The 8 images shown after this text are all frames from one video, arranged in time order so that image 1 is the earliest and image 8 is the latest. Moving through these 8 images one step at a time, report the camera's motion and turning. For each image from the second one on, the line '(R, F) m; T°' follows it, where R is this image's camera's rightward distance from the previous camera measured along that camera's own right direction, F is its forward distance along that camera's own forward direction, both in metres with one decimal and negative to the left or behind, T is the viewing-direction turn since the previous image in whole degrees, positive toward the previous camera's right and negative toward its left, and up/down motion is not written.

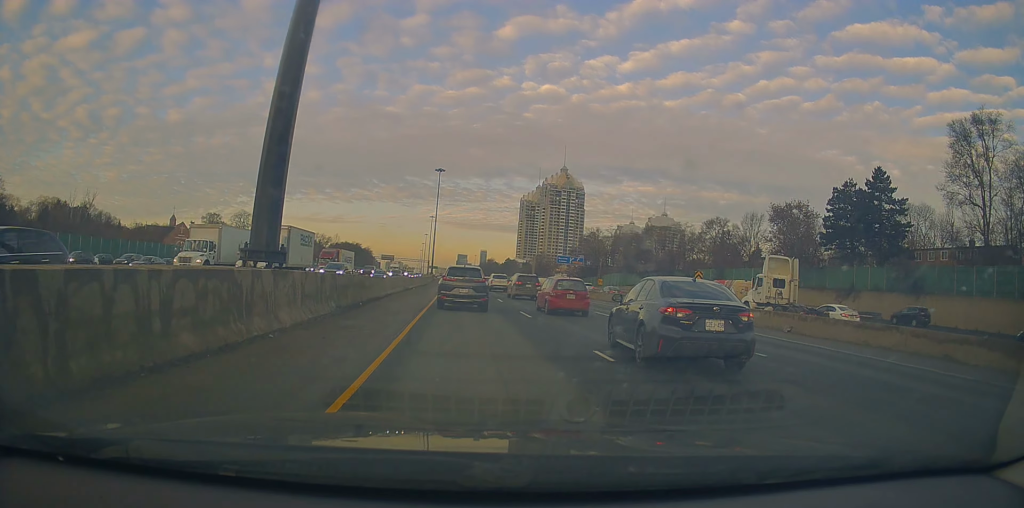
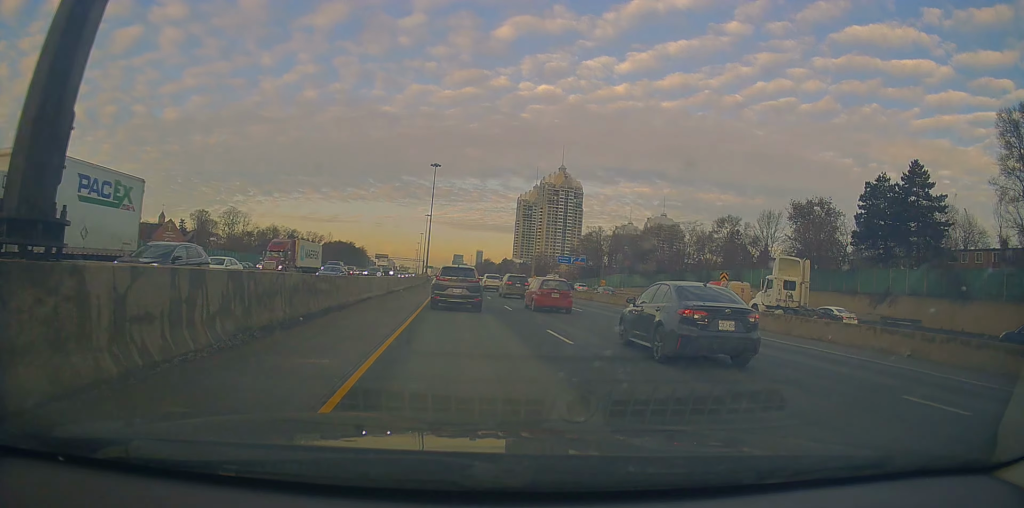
(0.0, +6.7) m; -5°
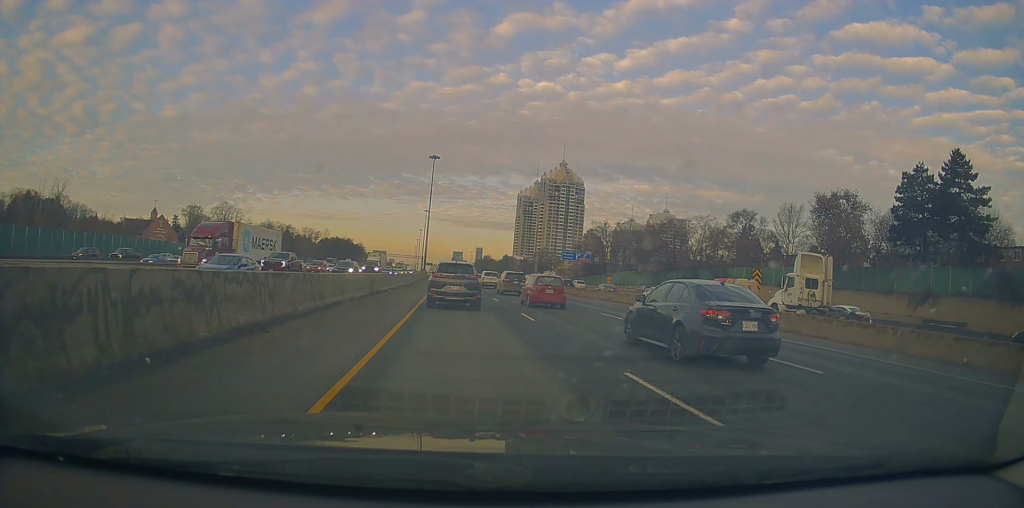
(-0.3, +6.4) m; 0°
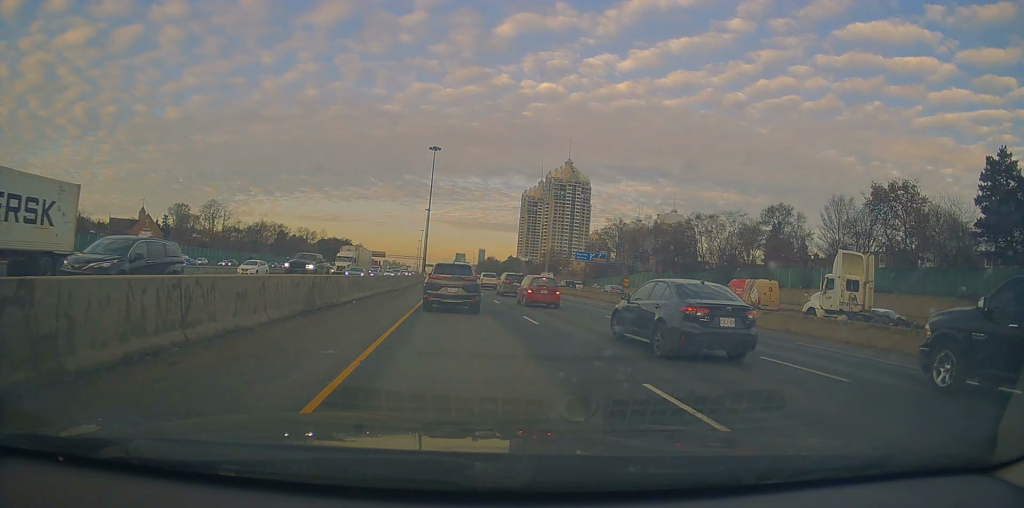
(+0.4, +12.5) m; 0°
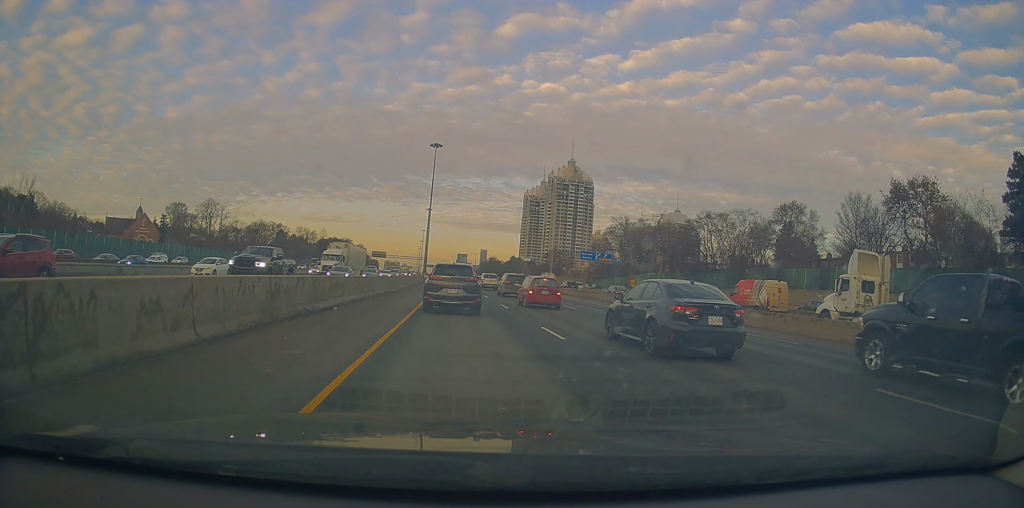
(-0.1, +3.5) m; -2°
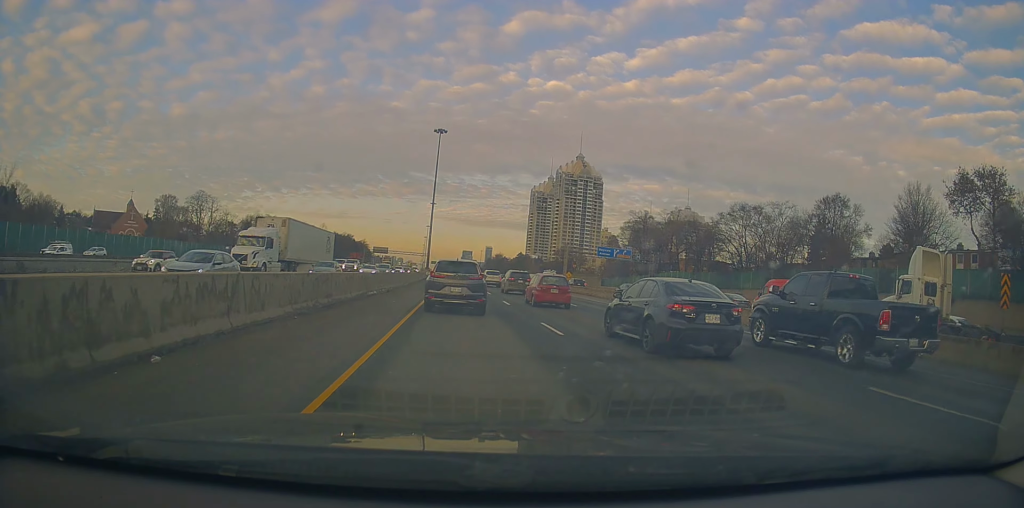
(-0.2, +10.5) m; +2°
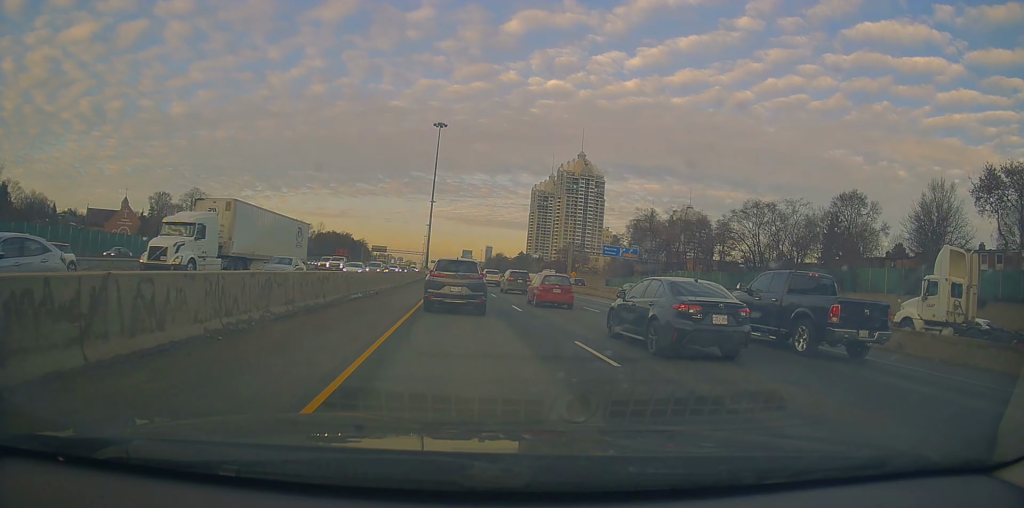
(+0.3, +4.3) m; 0°
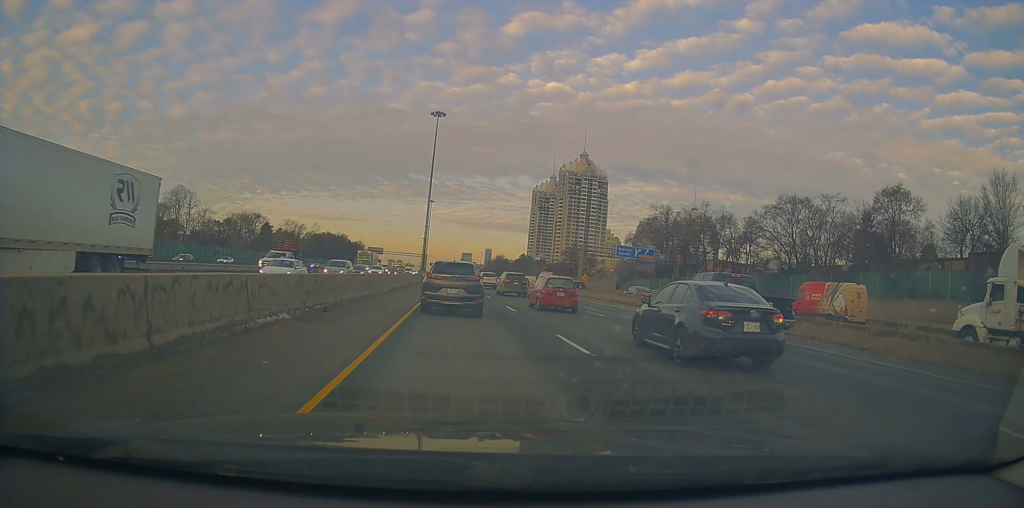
(-0.2, +10.5) m; 0°
